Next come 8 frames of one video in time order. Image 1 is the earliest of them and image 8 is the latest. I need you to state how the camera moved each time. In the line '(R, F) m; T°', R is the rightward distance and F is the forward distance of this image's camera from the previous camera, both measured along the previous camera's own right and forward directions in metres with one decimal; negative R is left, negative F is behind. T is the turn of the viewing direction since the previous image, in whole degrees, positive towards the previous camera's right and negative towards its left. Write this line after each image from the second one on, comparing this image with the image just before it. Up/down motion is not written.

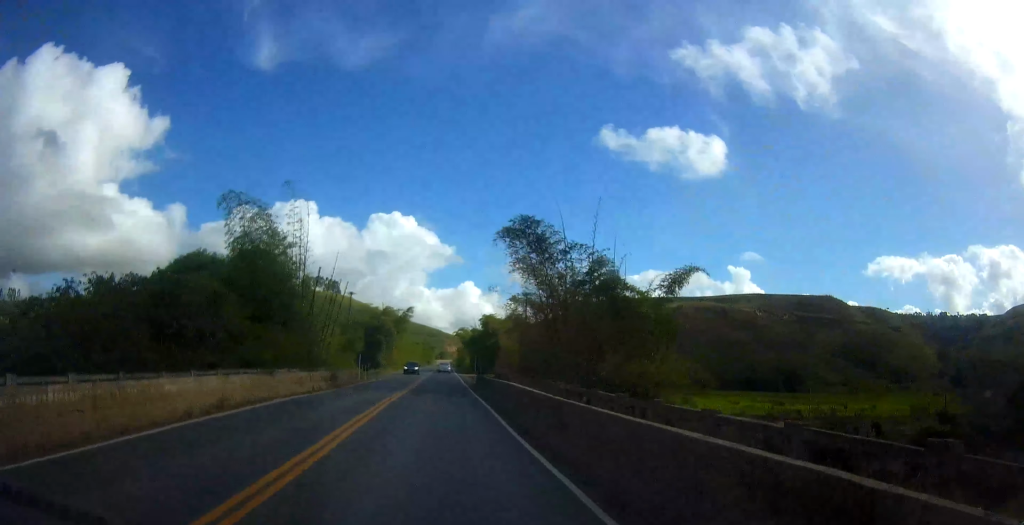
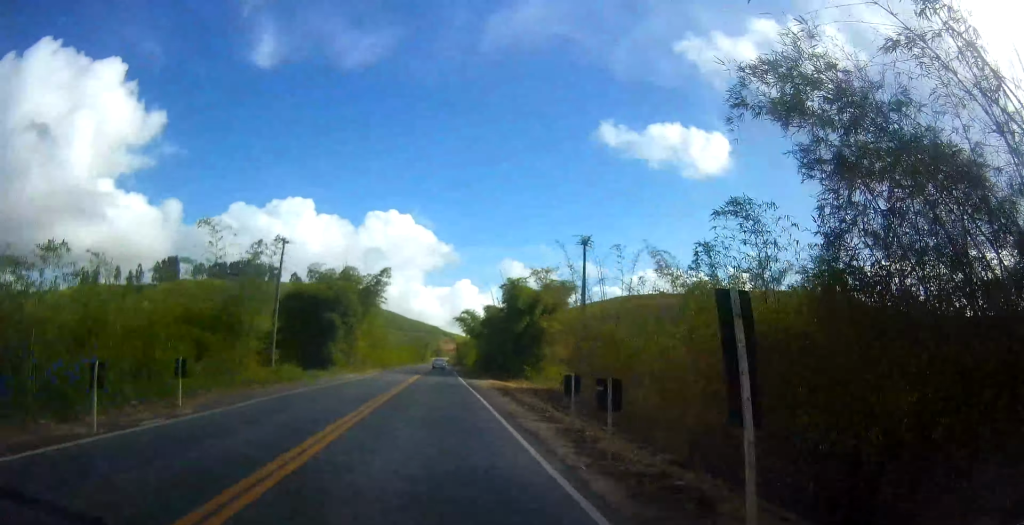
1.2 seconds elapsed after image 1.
(-0.3, +37.3) m; 0°
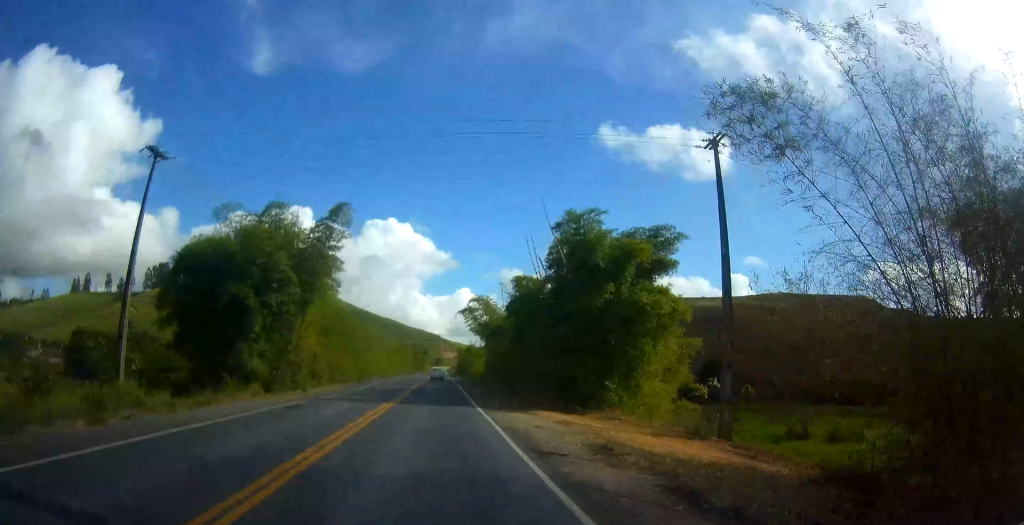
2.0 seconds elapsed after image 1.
(+0.2, +25.8) m; 0°
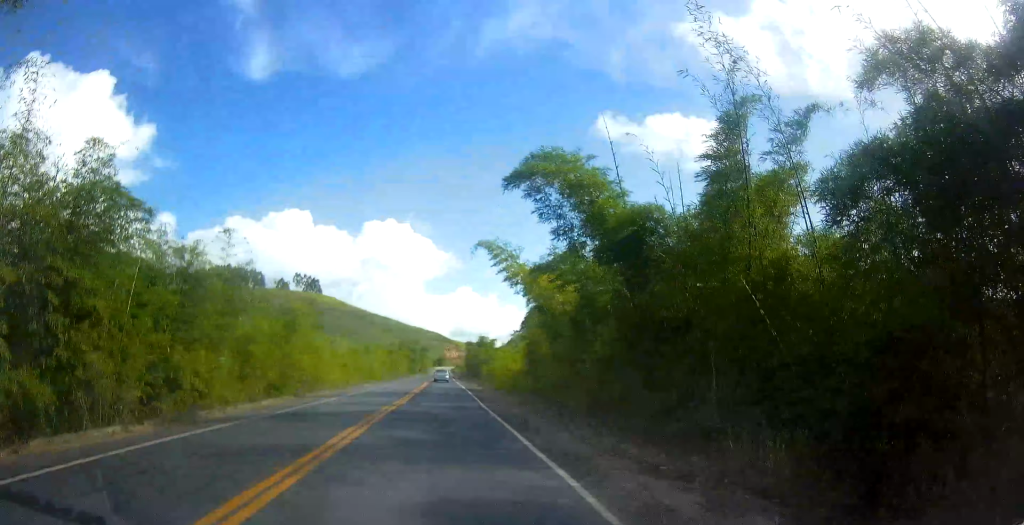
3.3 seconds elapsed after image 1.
(-0.3, +38.7) m; -1°
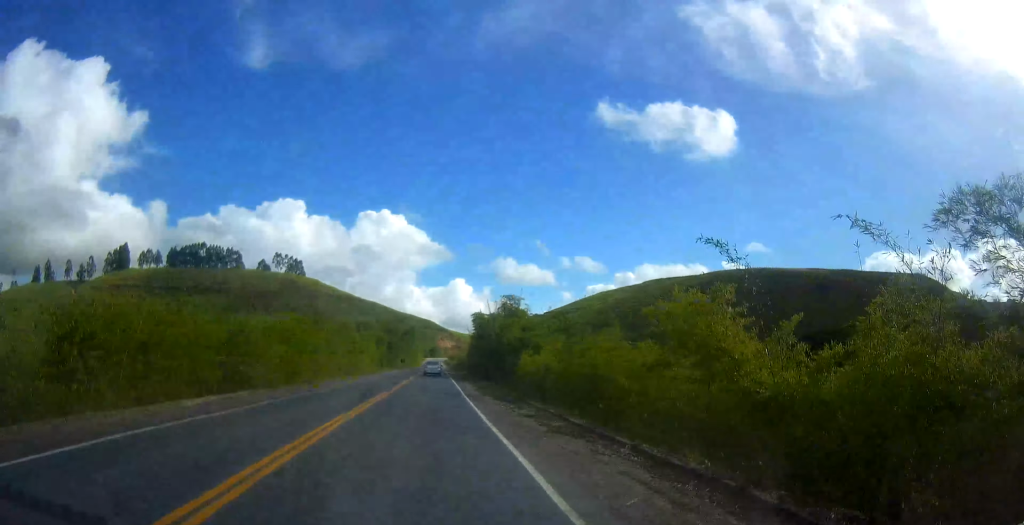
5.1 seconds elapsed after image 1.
(+0.3, +55.7) m; +1°
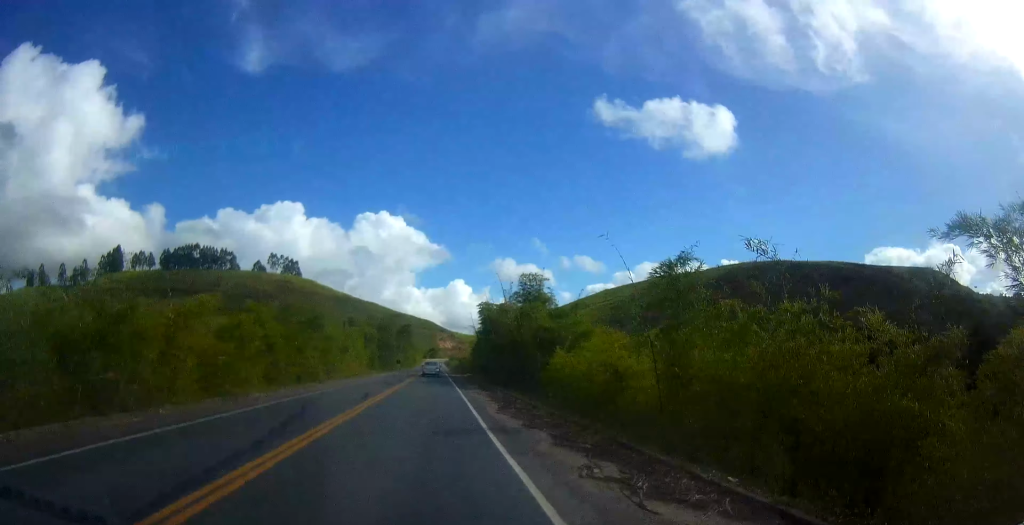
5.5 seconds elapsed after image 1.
(0.0, +14.2) m; 0°
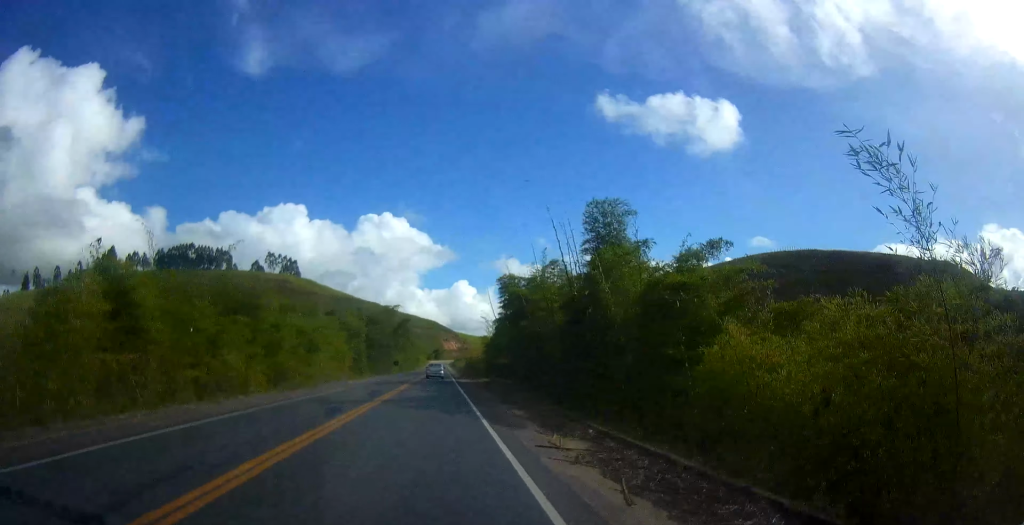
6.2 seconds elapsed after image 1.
(0.0, +20.4) m; 0°
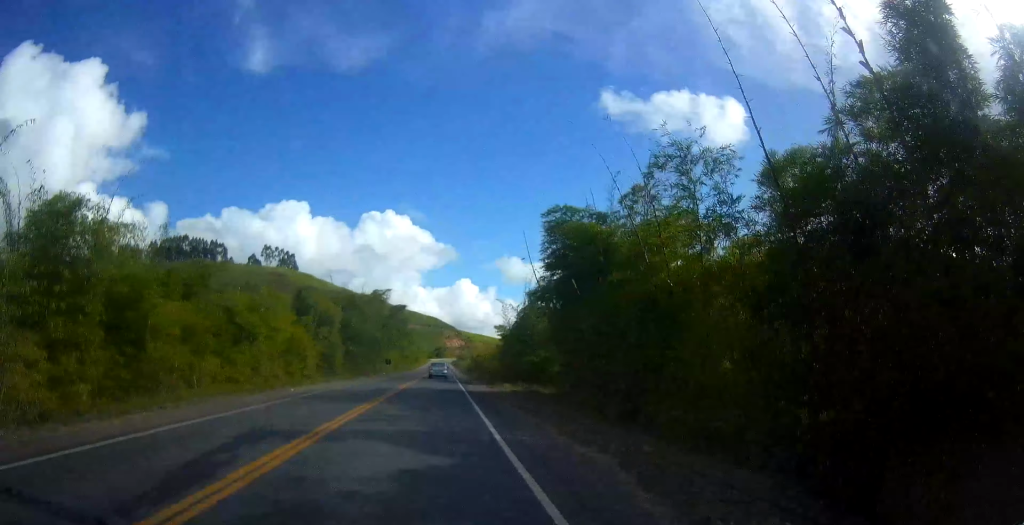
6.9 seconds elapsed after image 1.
(+0.1, +20.2) m; 0°
